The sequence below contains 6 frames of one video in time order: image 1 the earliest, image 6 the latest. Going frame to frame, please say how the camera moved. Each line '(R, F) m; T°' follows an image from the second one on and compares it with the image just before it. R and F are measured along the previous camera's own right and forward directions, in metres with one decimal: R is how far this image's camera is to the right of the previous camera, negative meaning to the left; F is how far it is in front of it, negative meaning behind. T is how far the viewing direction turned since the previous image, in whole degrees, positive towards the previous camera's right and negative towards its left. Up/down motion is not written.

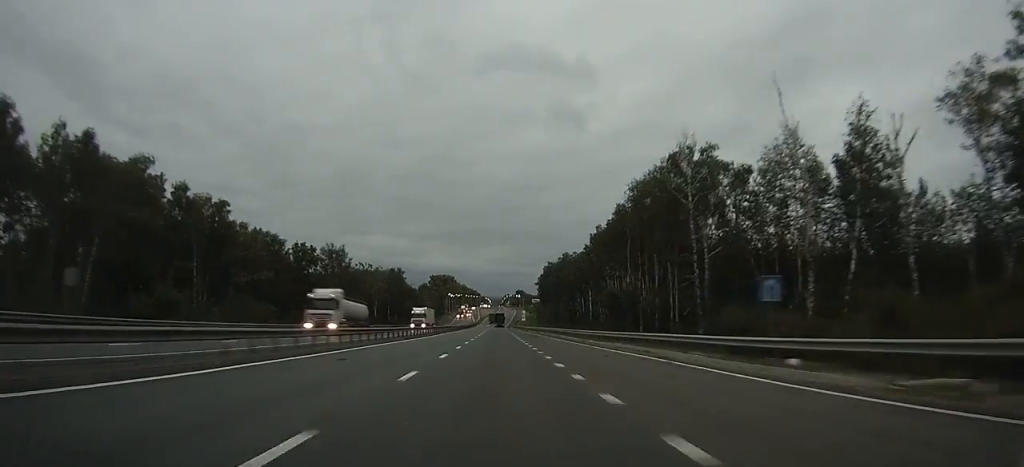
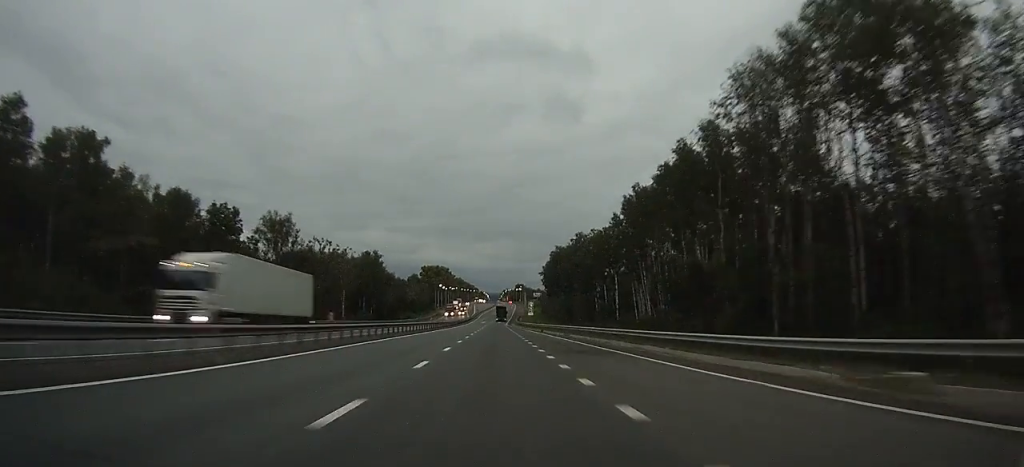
(+0.2, +37.2) m; 0°
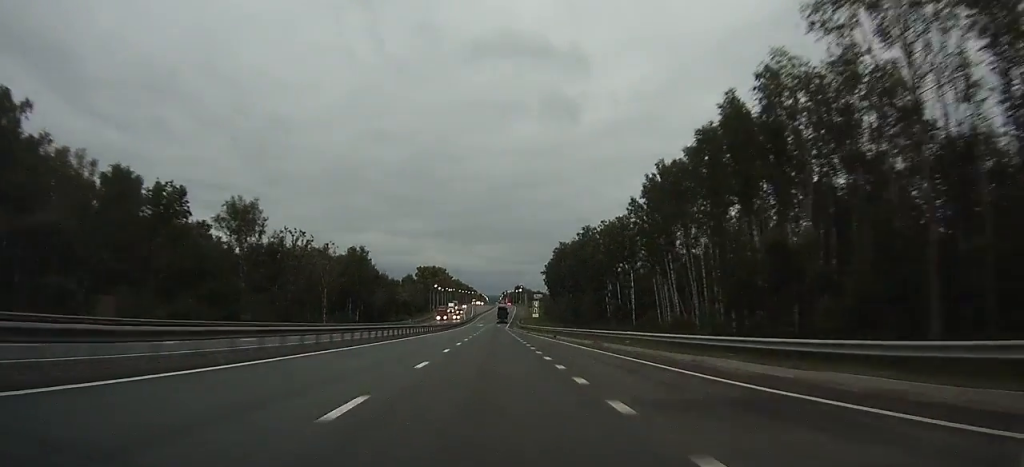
(0.0, +15.5) m; 0°
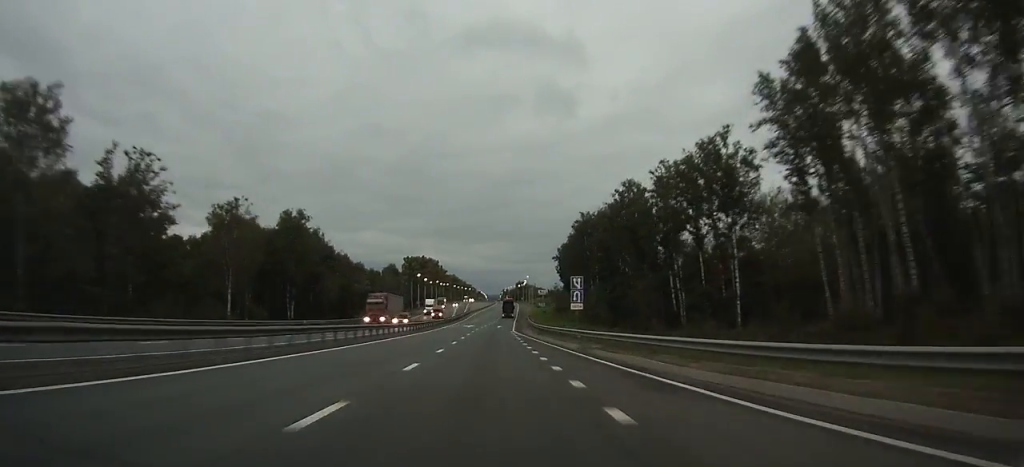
(0.0, +48.3) m; 0°
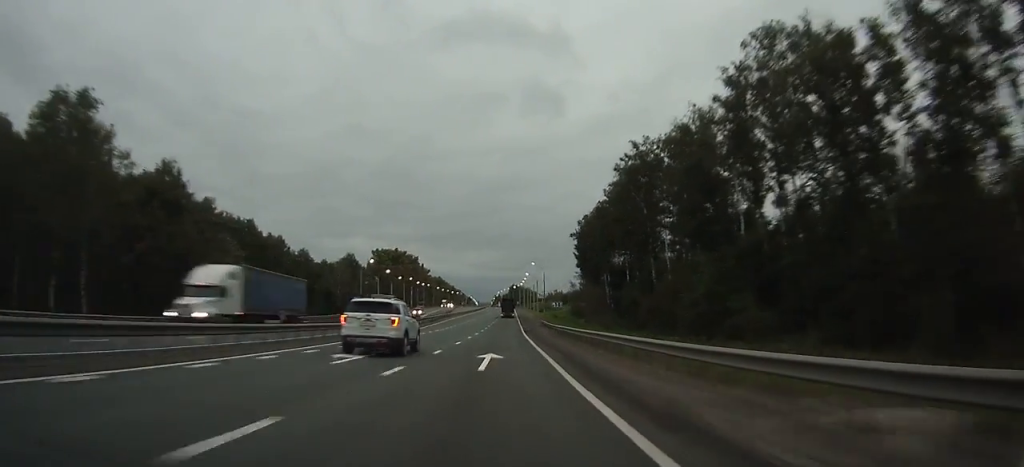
(+0.3, +58.1) m; +1°
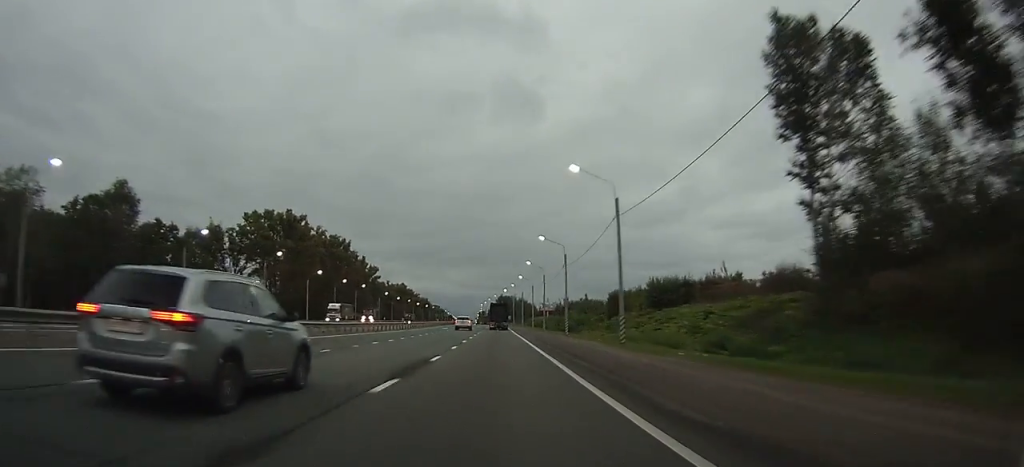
(+1.4, +114.2) m; +2°
